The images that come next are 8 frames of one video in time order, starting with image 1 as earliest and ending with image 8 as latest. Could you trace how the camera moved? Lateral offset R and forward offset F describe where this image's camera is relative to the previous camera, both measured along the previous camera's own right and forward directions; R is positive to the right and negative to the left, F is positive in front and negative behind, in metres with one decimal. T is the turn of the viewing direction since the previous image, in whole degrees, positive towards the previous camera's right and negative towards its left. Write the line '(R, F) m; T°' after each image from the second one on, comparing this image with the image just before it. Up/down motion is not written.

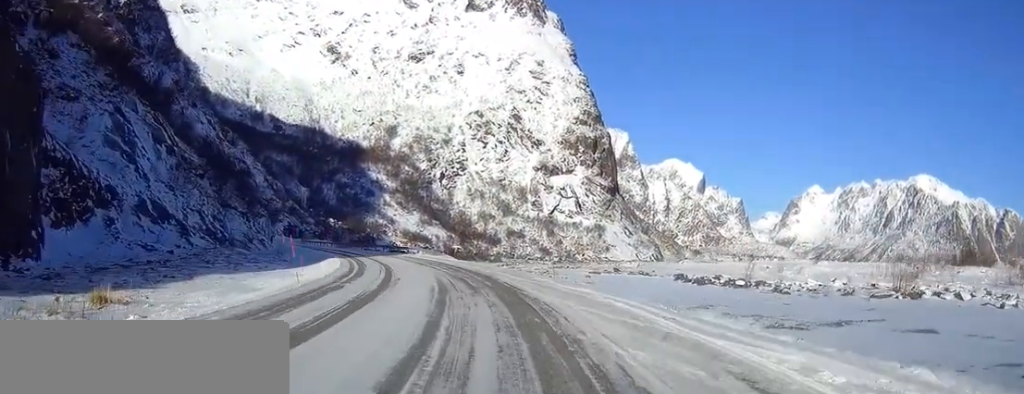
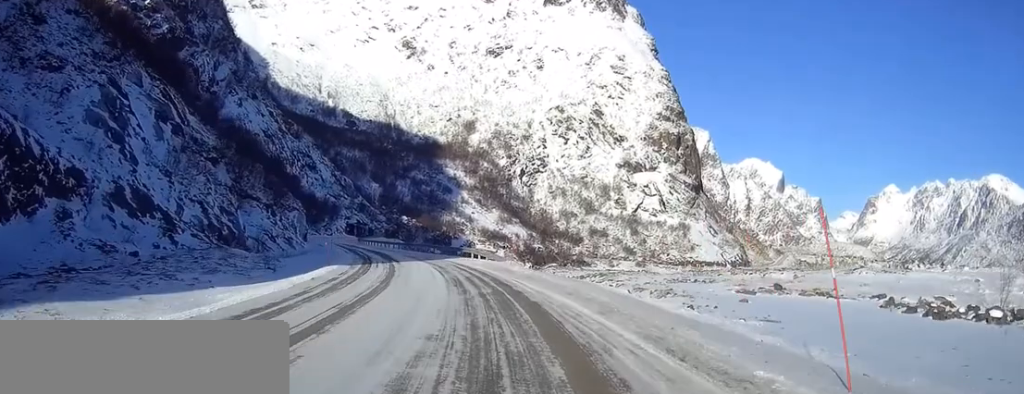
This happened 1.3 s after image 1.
(-1.1, +21.8) m; -6°
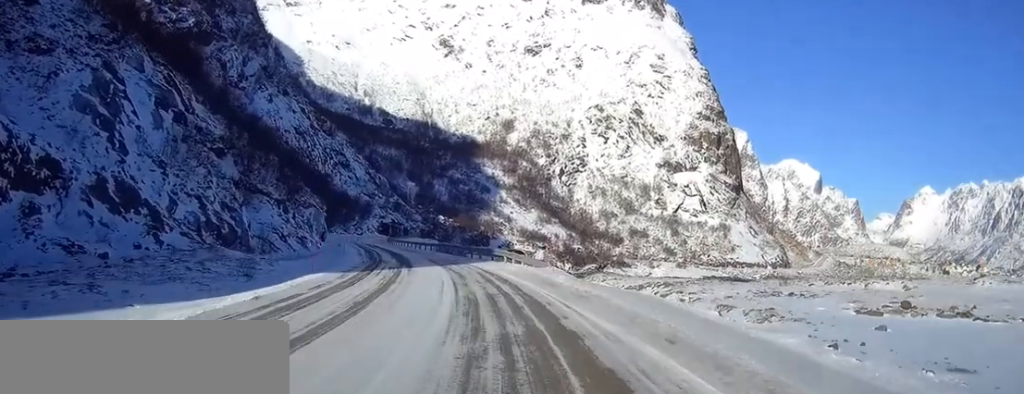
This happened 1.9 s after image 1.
(-0.3, +9.5) m; -2°
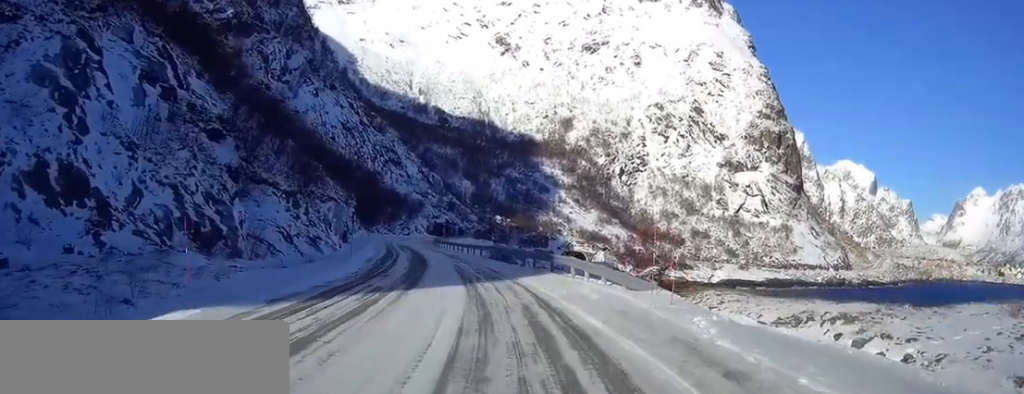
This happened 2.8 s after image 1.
(-0.5, +15.7) m; -4°
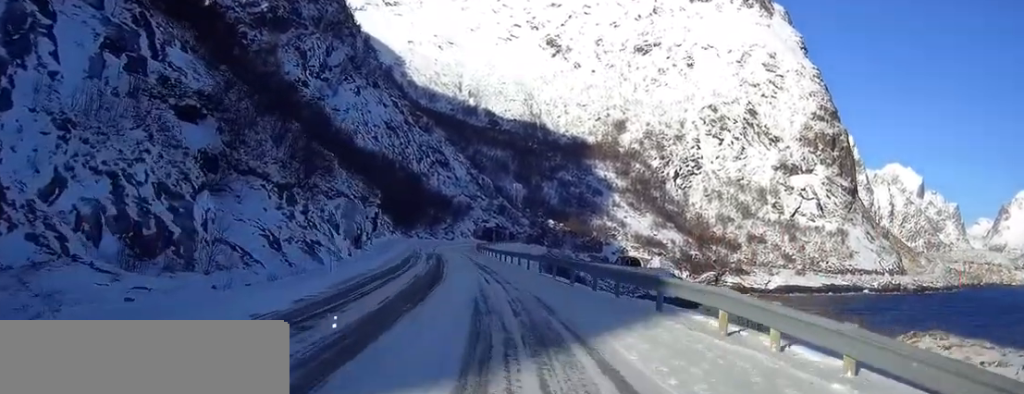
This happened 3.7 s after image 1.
(-0.5, +15.1) m; -3°
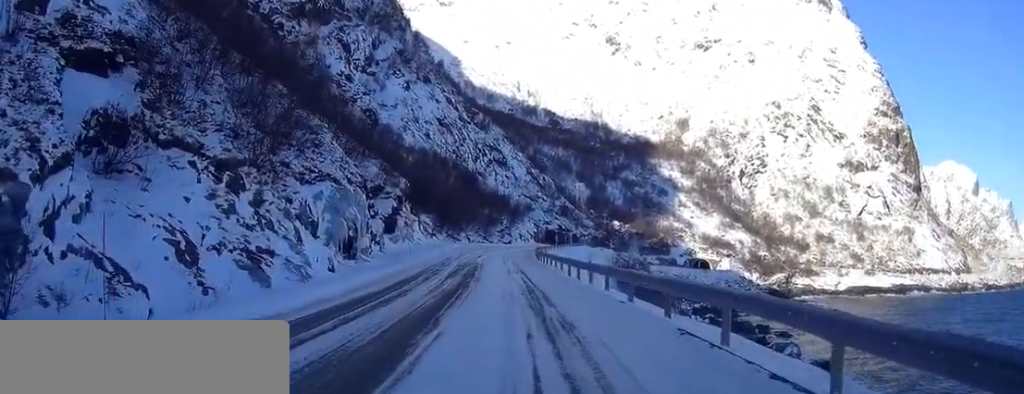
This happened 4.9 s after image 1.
(-0.7, +19.5) m; -4°
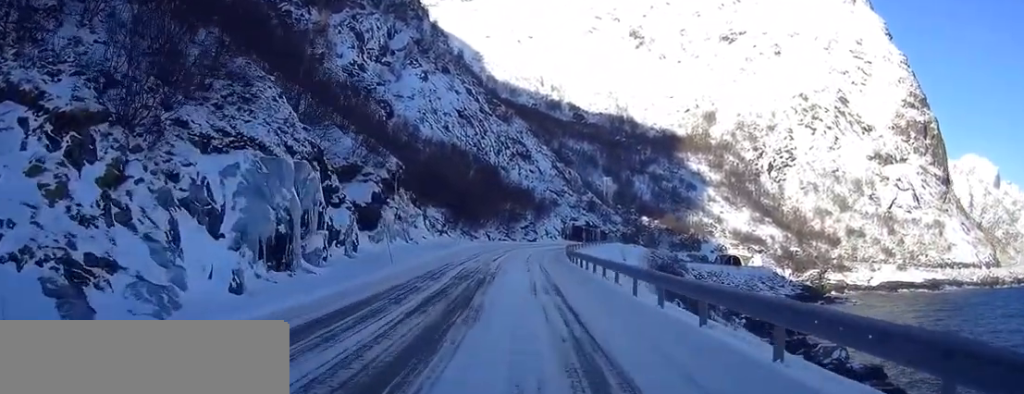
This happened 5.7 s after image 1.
(-0.3, +14.4) m; -2°
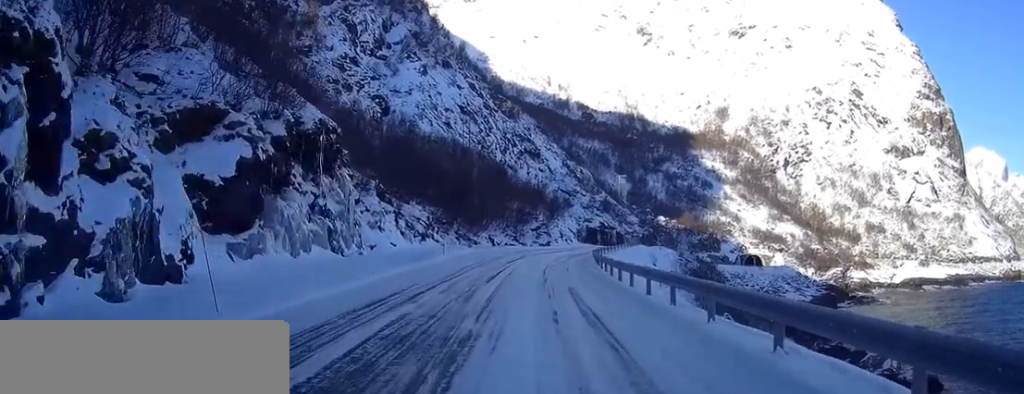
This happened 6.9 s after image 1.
(-0.2, +19.3) m; 0°
